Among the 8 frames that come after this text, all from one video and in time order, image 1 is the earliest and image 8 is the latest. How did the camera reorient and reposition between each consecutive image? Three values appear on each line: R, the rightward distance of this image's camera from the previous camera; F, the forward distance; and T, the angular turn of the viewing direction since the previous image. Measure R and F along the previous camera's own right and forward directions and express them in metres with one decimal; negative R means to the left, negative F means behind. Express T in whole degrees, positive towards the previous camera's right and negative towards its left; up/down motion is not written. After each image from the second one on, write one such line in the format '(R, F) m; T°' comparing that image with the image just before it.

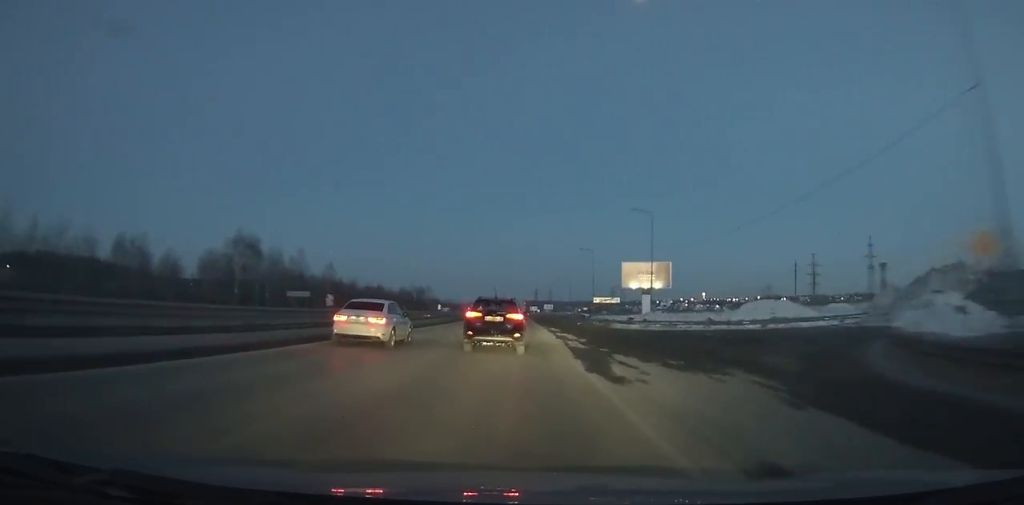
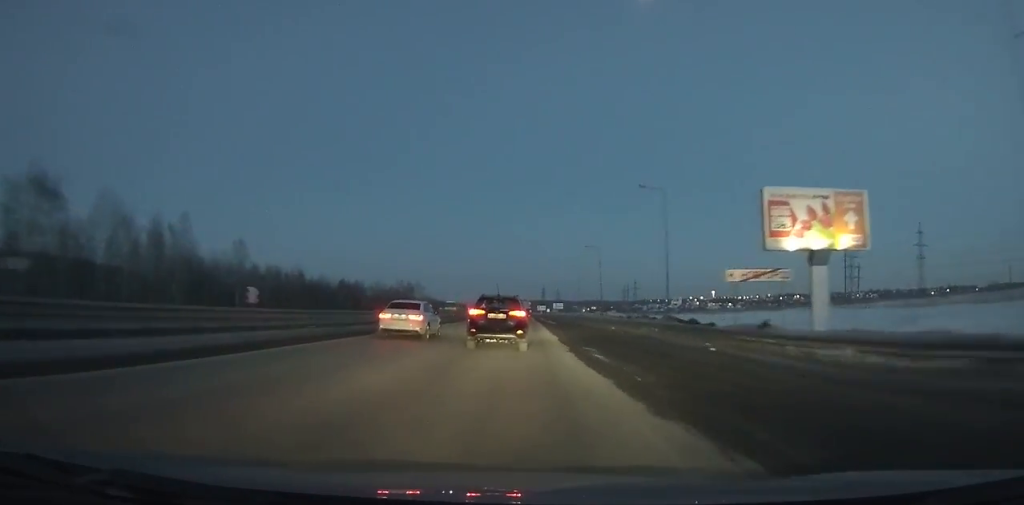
(0.0, +44.2) m; 0°
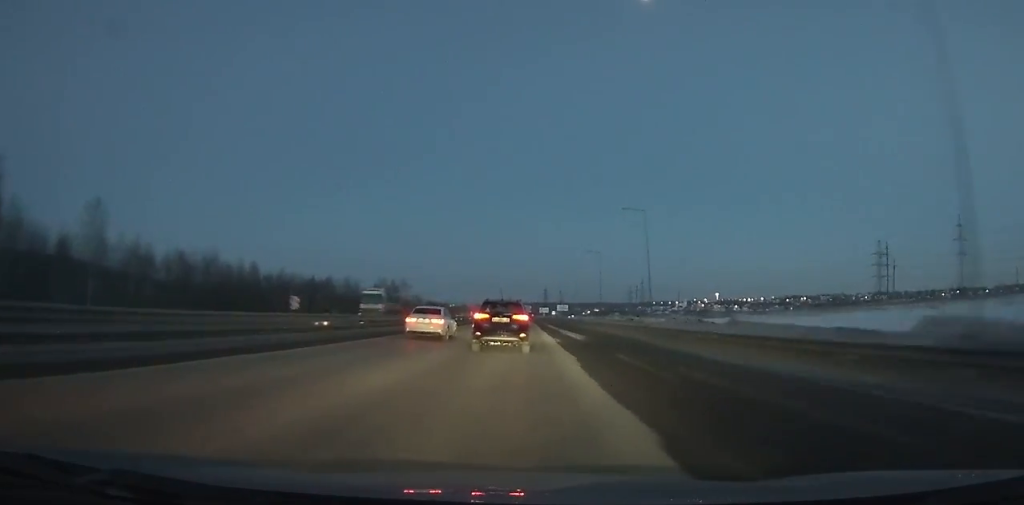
(0.0, +32.8) m; 0°
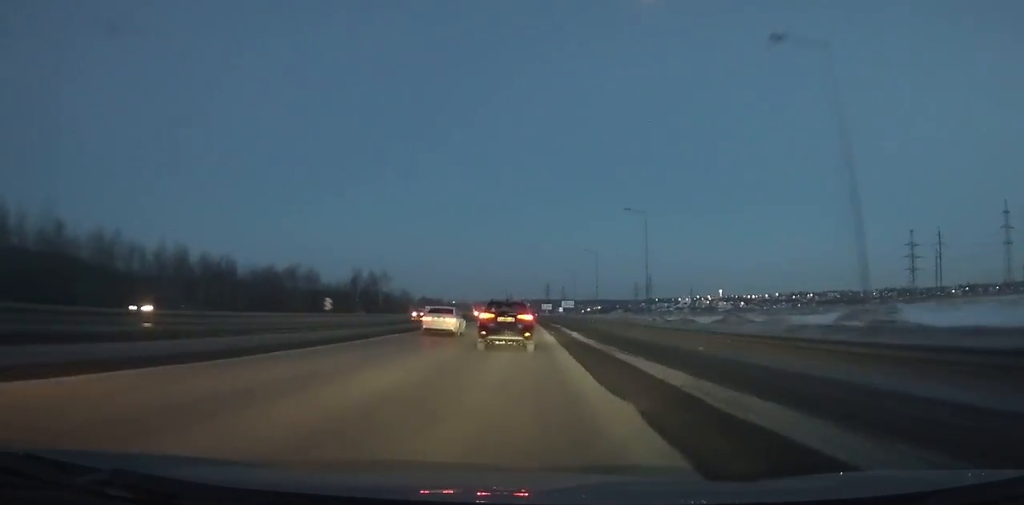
(-0.1, +33.1) m; 0°
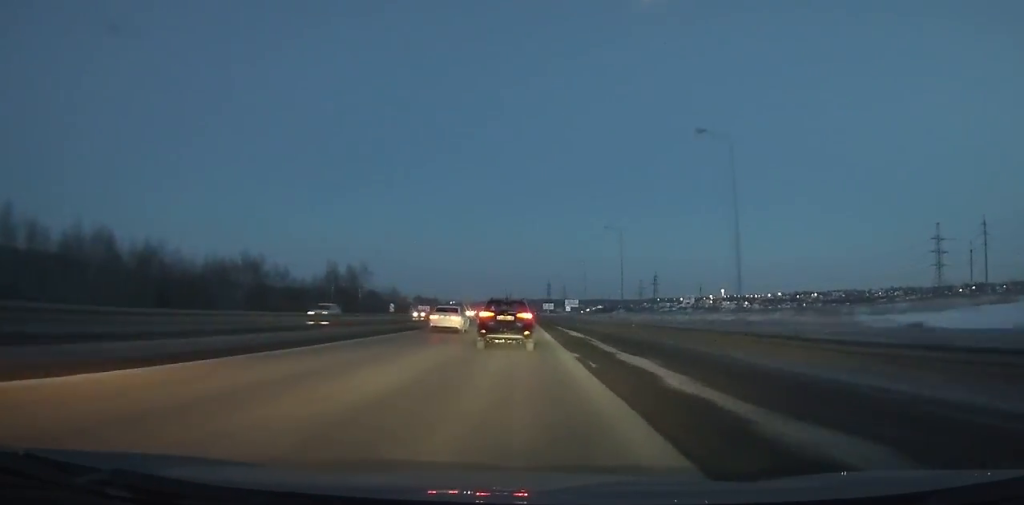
(0.0, +23.5) m; 0°
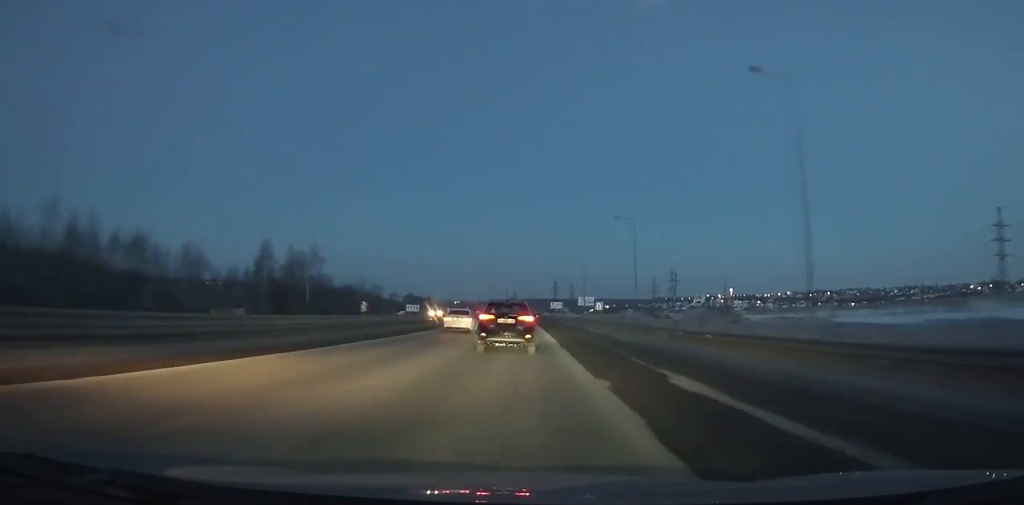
(-0.2, +43.3) m; -1°
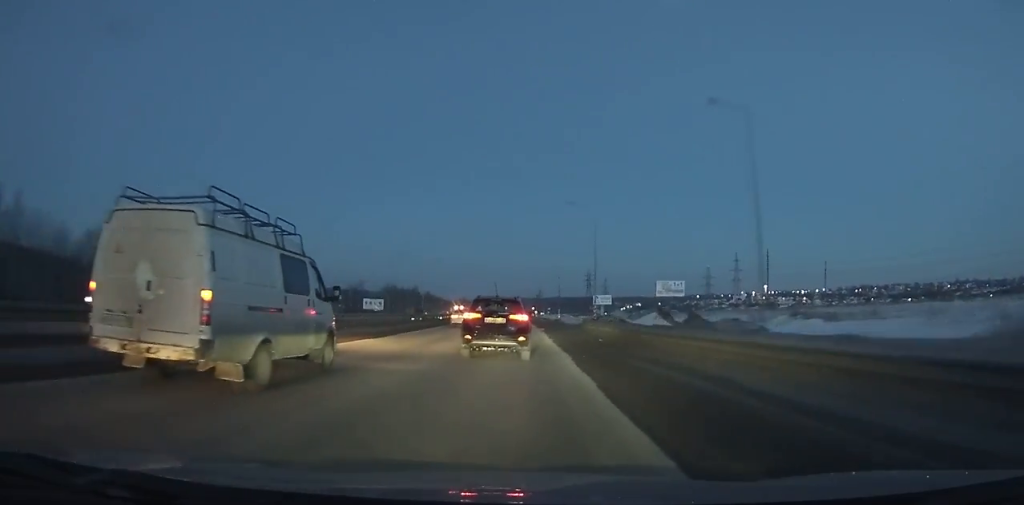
(-2.0, +103.1) m; -2°
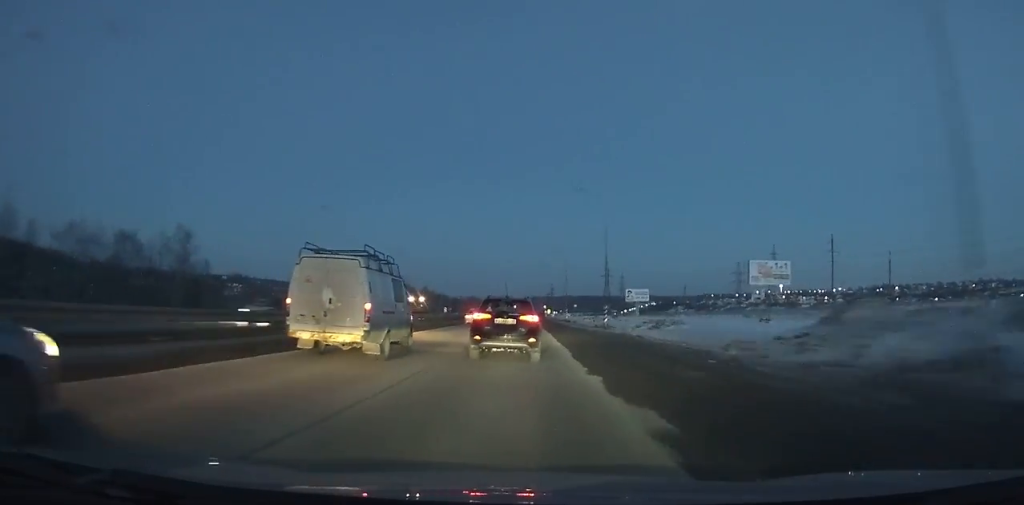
(-0.2, +45.7) m; -1°
